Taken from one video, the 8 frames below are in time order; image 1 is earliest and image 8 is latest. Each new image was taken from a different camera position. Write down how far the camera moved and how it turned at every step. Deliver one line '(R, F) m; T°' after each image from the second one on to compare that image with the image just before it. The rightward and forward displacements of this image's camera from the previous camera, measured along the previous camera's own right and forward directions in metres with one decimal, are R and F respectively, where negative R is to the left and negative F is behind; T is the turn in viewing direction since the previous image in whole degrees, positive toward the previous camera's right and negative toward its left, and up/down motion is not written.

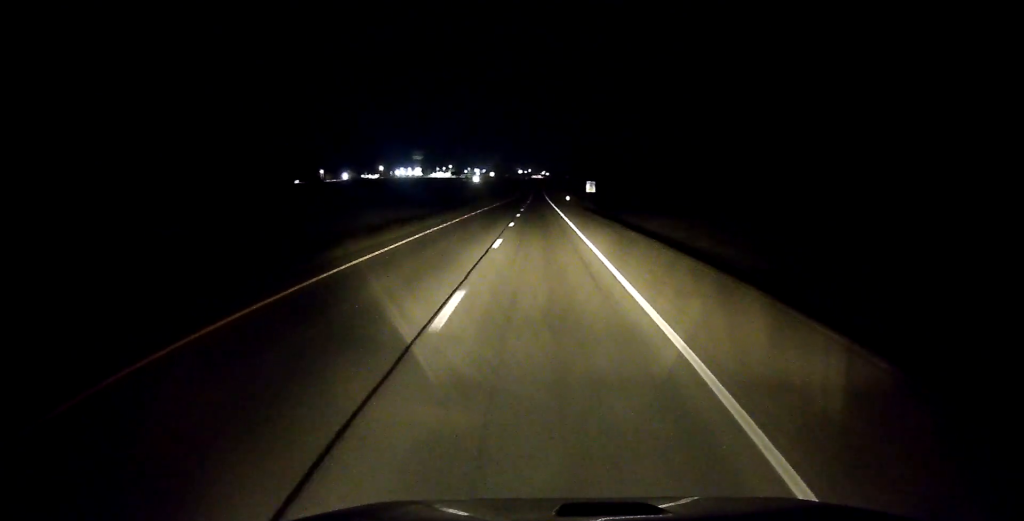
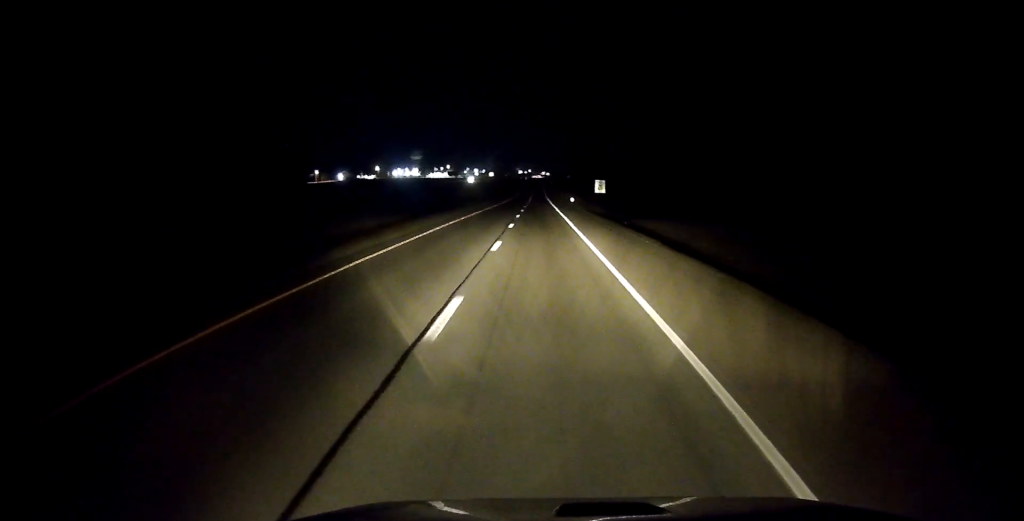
(0.0, +13.0) m; 0°
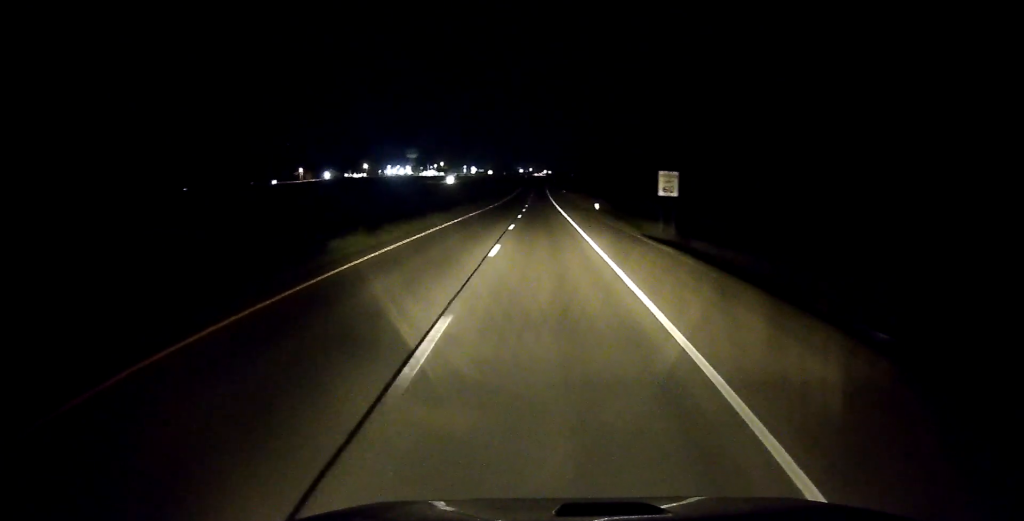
(0.0, +38.7) m; 0°
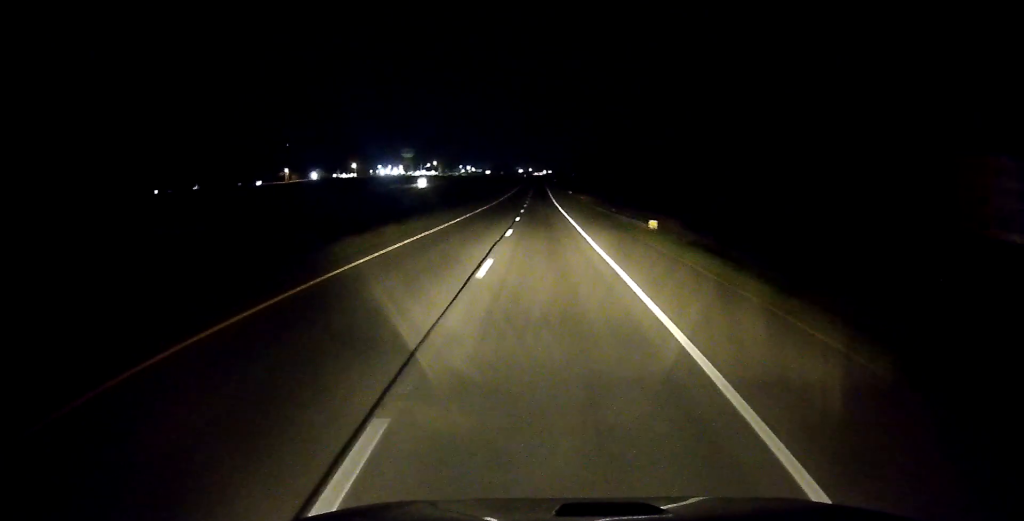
(0.0, +28.8) m; 0°
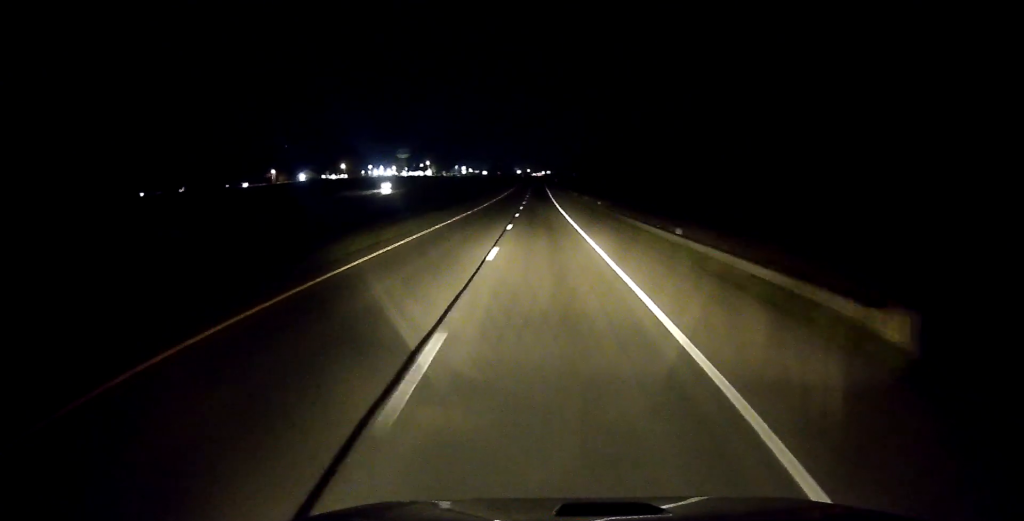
(0.0, +21.3) m; 0°
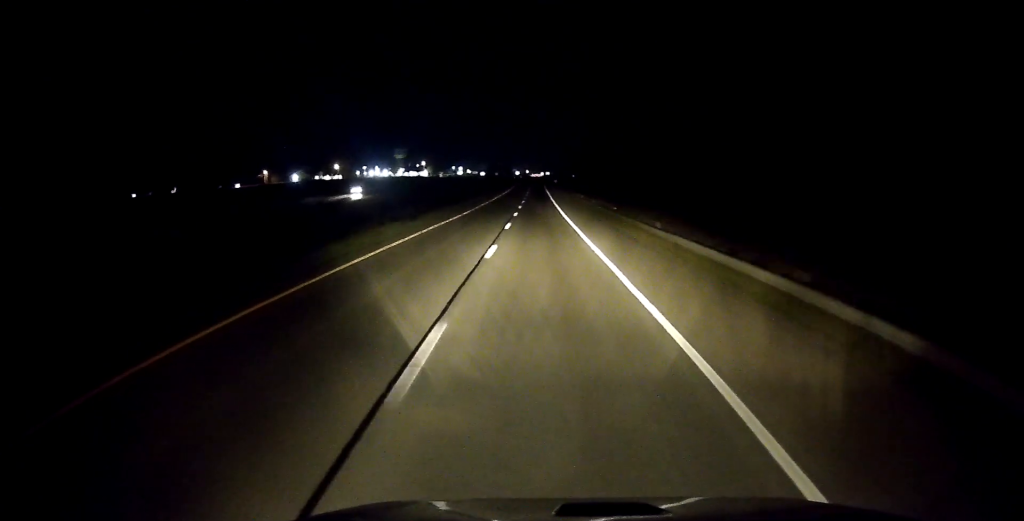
(0.0, +11.7) m; 0°
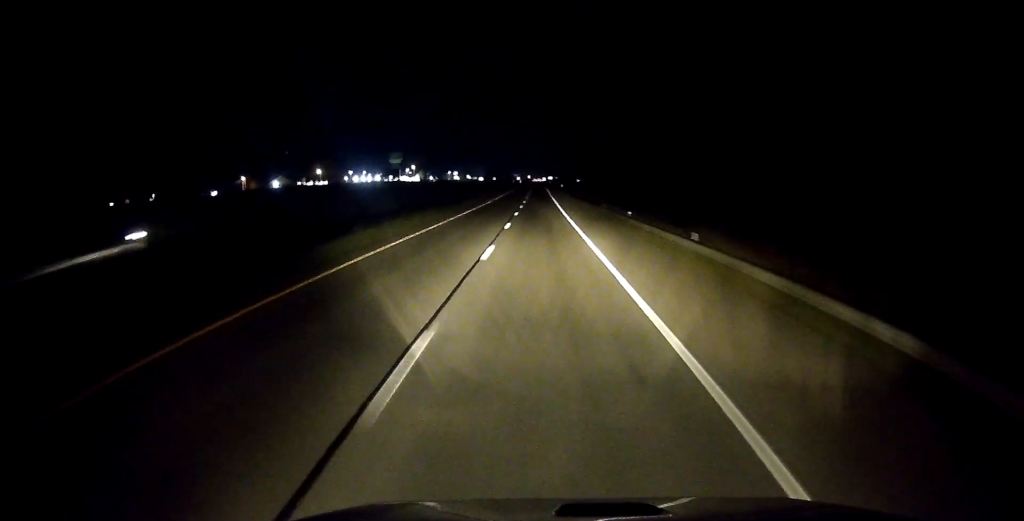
(0.0, +37.0) m; 0°
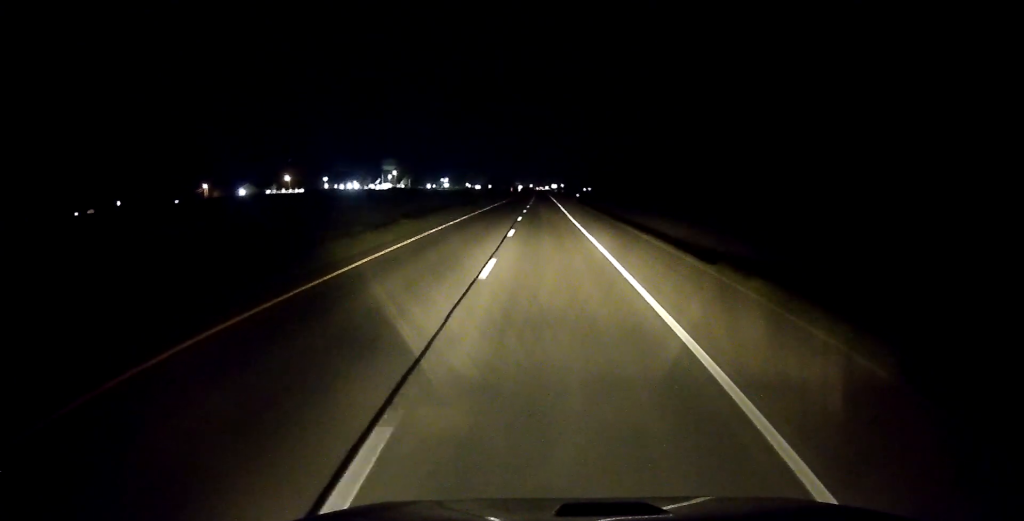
(0.0, +52.3) m; 0°
